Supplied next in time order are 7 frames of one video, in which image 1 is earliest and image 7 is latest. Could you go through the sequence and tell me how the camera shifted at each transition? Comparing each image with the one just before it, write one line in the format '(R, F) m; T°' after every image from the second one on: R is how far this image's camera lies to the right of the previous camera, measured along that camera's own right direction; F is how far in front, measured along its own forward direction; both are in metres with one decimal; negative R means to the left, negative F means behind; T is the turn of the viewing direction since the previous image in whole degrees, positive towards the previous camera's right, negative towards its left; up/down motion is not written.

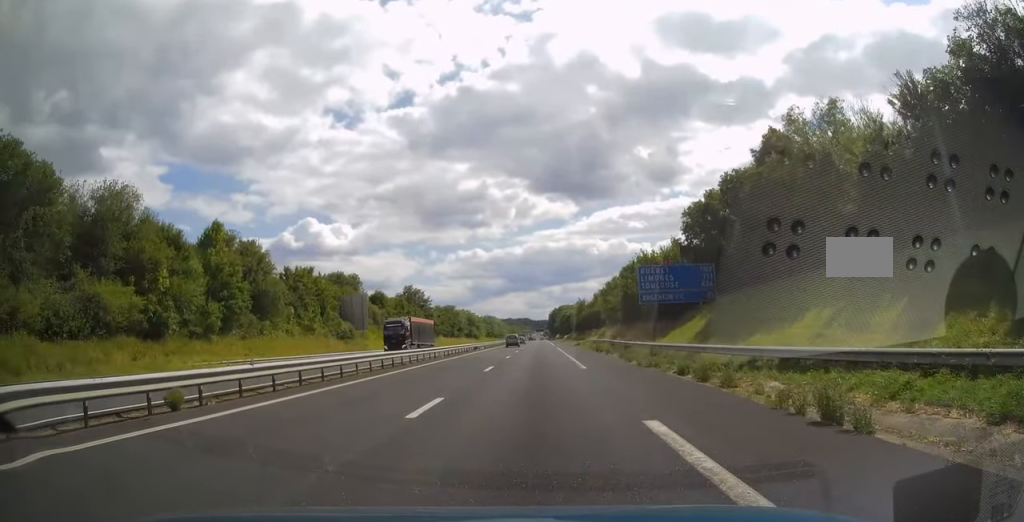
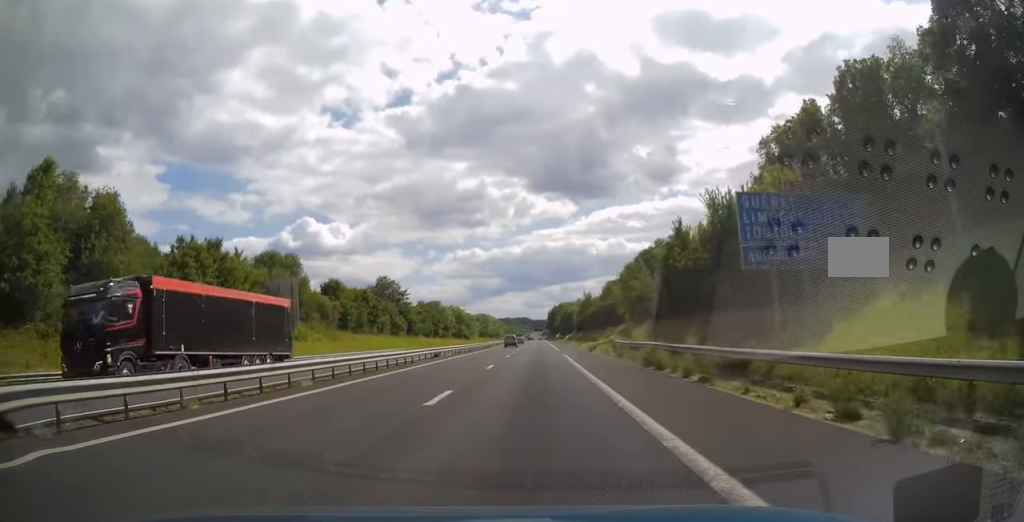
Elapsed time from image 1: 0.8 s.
(0.0, +24.7) m; 0°
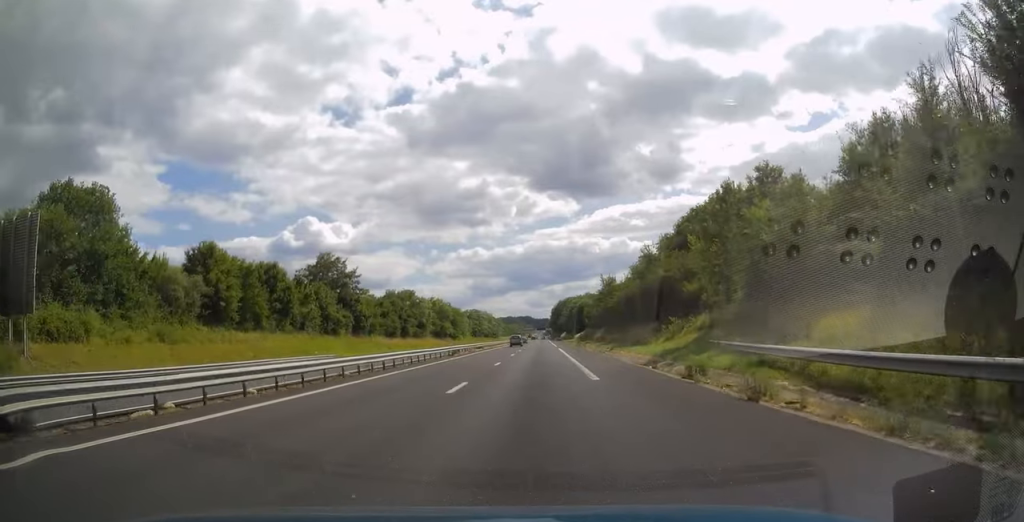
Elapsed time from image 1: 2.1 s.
(0.0, +36.9) m; 0°
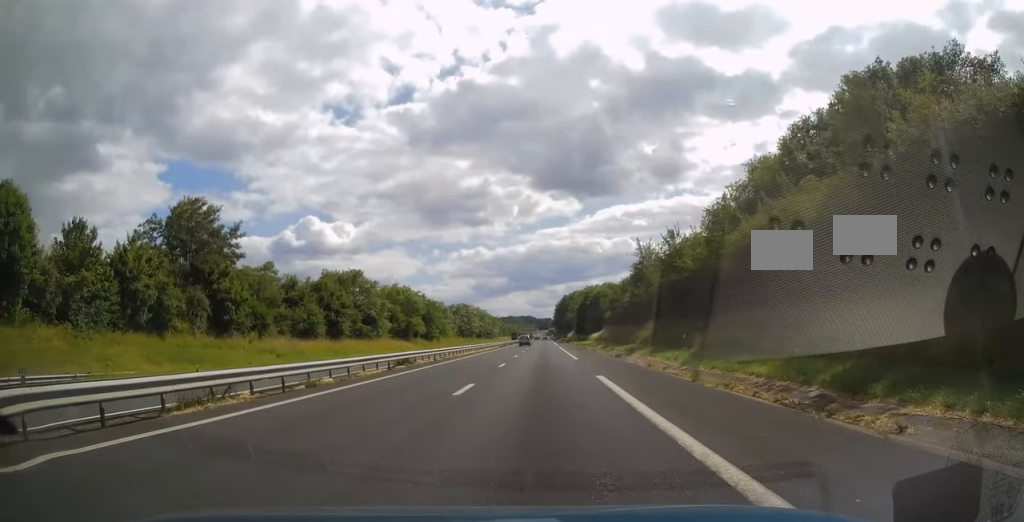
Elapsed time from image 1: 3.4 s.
(0.0, +39.9) m; 0°
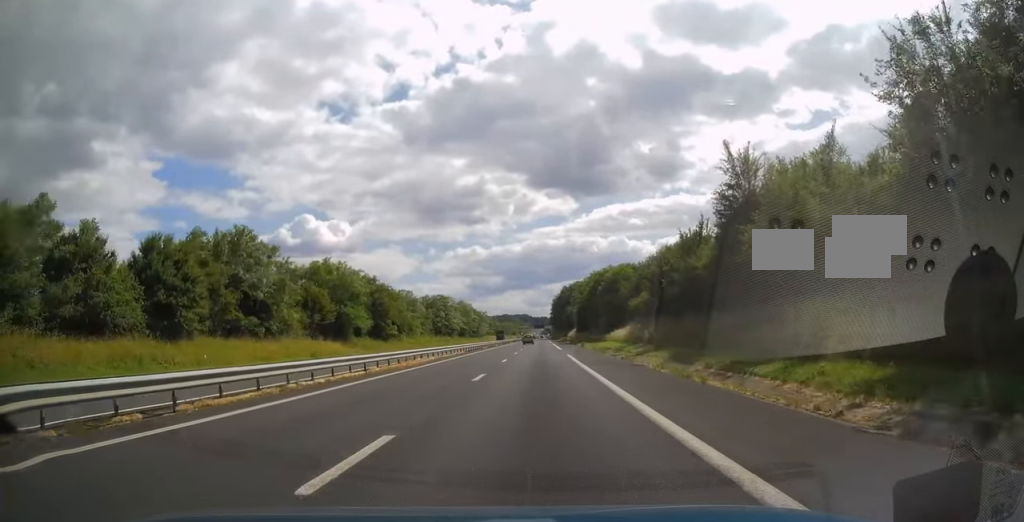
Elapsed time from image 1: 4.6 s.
(+0.1, +35.4) m; 0°
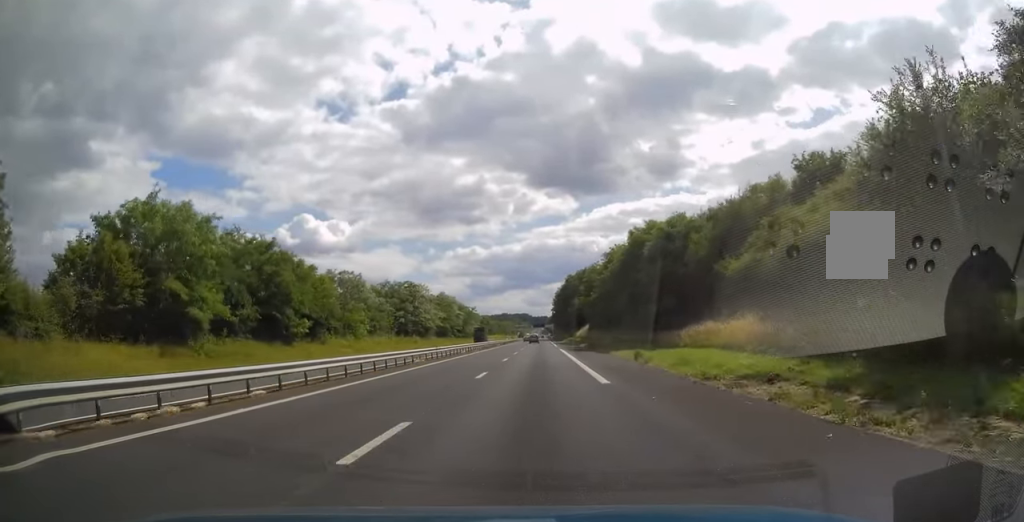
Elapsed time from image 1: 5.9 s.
(-0.1, +38.4) m; 0°
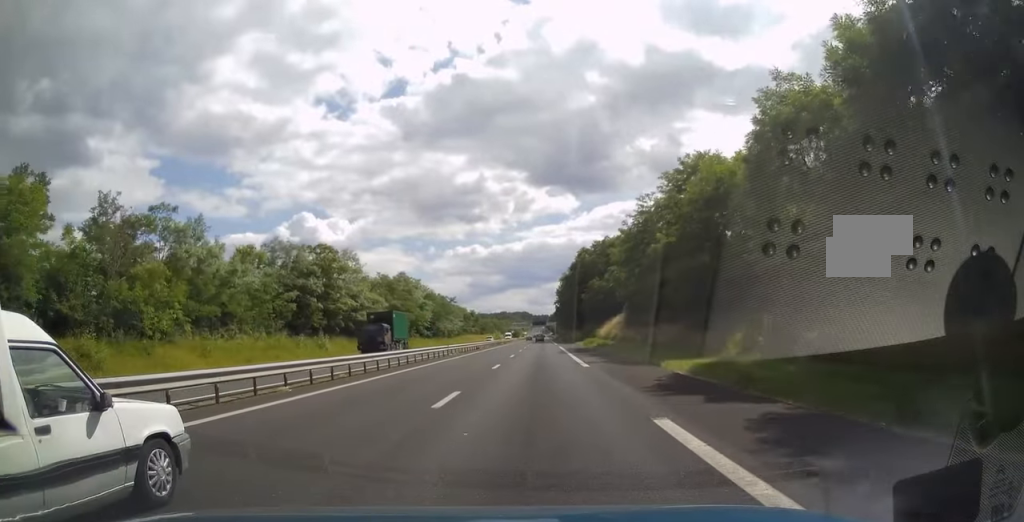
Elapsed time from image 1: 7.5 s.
(0.0, +47.7) m; 0°
